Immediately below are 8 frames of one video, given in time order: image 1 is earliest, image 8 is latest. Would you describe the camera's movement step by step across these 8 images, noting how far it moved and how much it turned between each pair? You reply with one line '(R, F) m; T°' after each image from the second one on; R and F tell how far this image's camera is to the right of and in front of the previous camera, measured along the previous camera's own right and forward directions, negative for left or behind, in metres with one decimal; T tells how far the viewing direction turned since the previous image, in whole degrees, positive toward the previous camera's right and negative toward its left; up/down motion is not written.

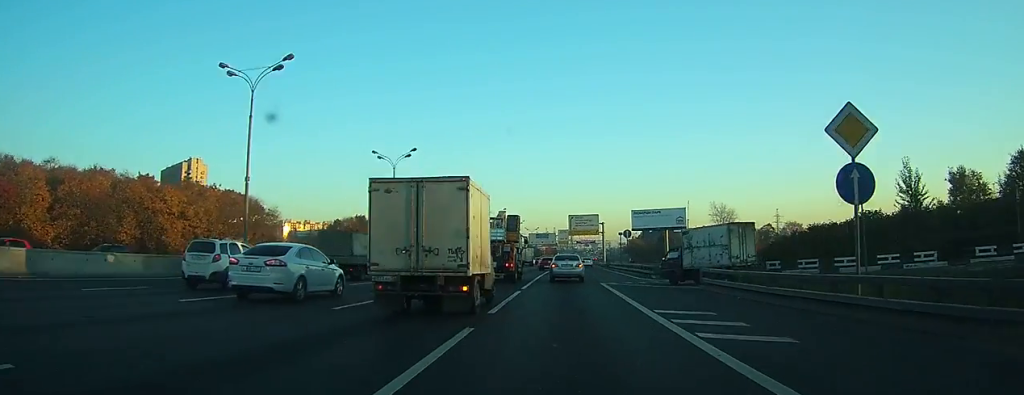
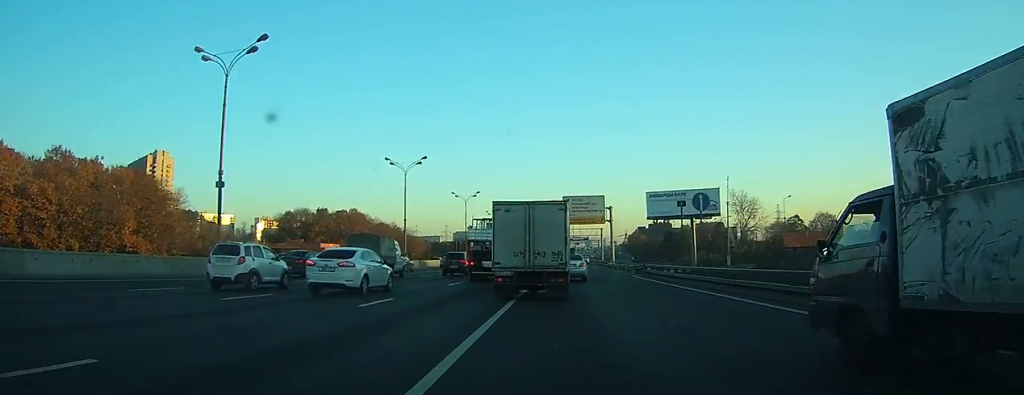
(+0.4, +31.0) m; +1°
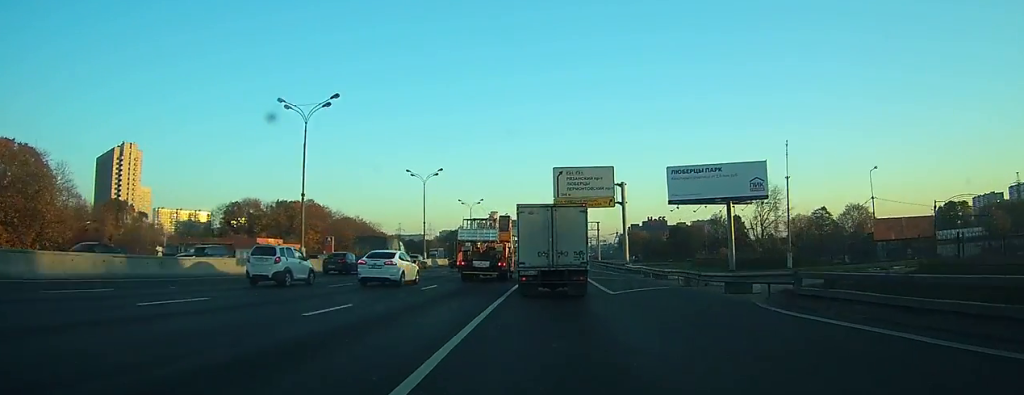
(+0.2, +26.8) m; +1°
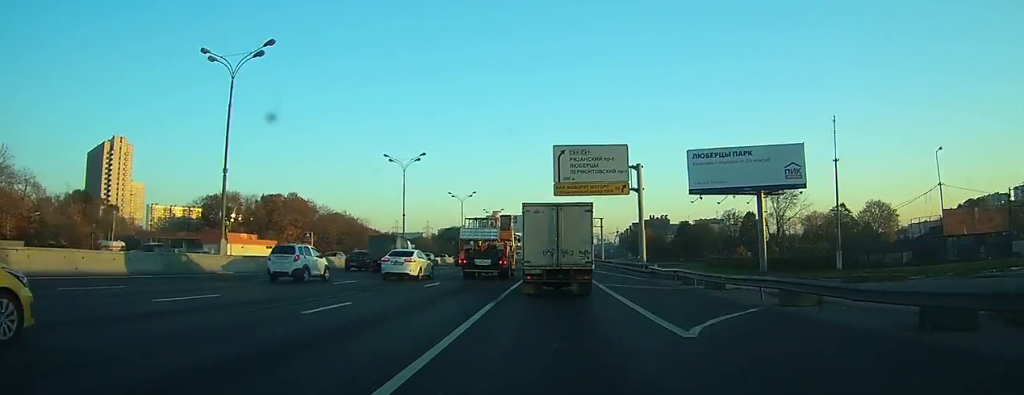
(0.0, +11.7) m; 0°
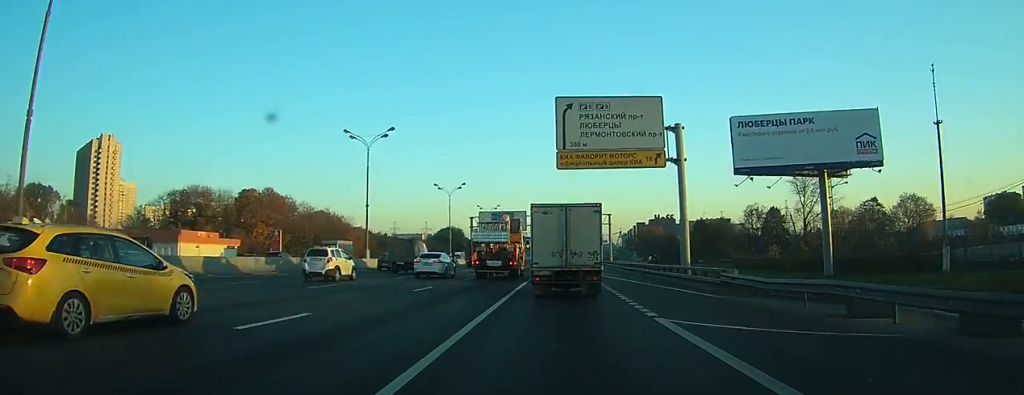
(+0.1, +16.1) m; 0°
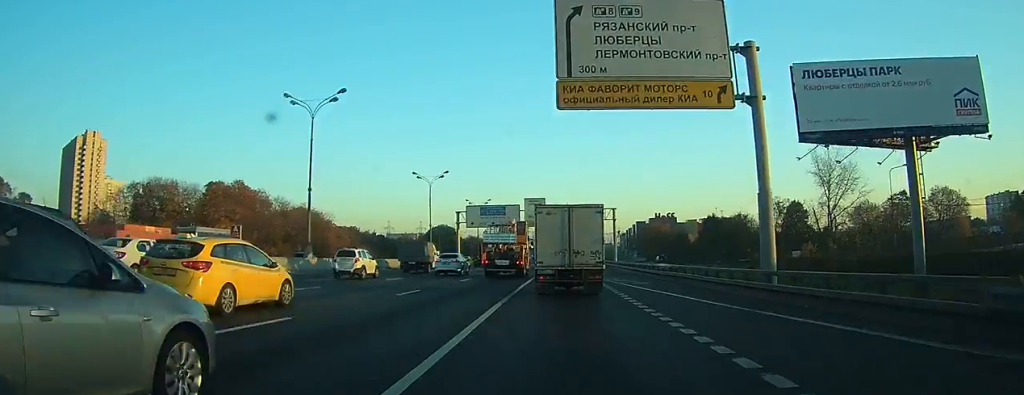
(0.0, +13.7) m; 0°
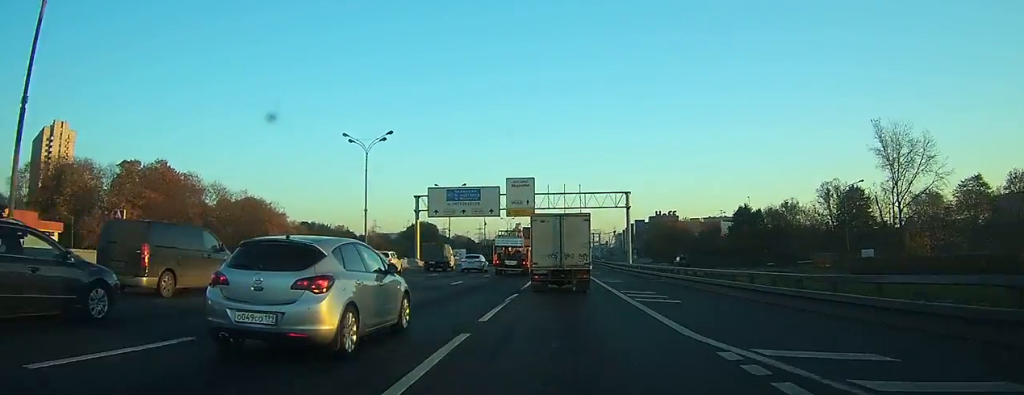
(+0.2, +25.7) m; +1°
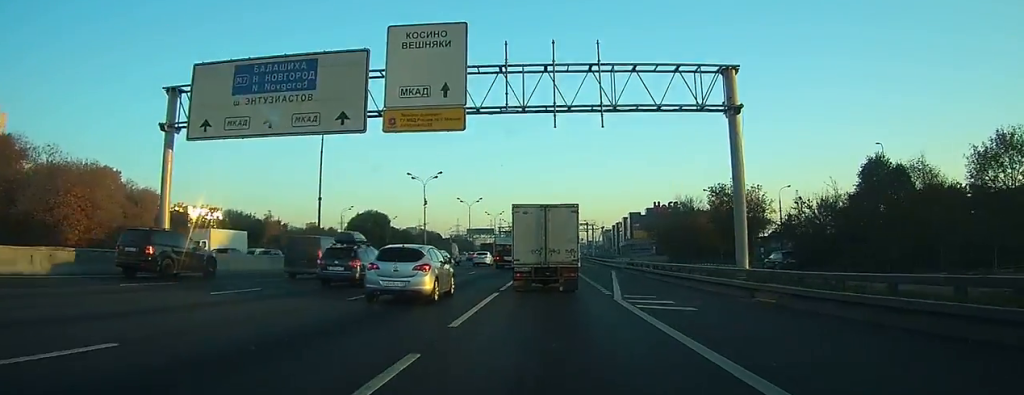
(+0.4, +44.7) m; +1°
